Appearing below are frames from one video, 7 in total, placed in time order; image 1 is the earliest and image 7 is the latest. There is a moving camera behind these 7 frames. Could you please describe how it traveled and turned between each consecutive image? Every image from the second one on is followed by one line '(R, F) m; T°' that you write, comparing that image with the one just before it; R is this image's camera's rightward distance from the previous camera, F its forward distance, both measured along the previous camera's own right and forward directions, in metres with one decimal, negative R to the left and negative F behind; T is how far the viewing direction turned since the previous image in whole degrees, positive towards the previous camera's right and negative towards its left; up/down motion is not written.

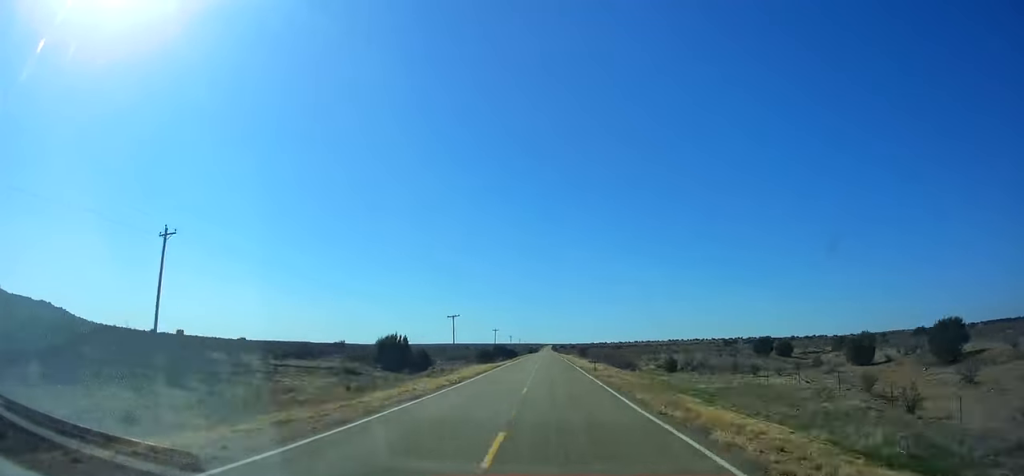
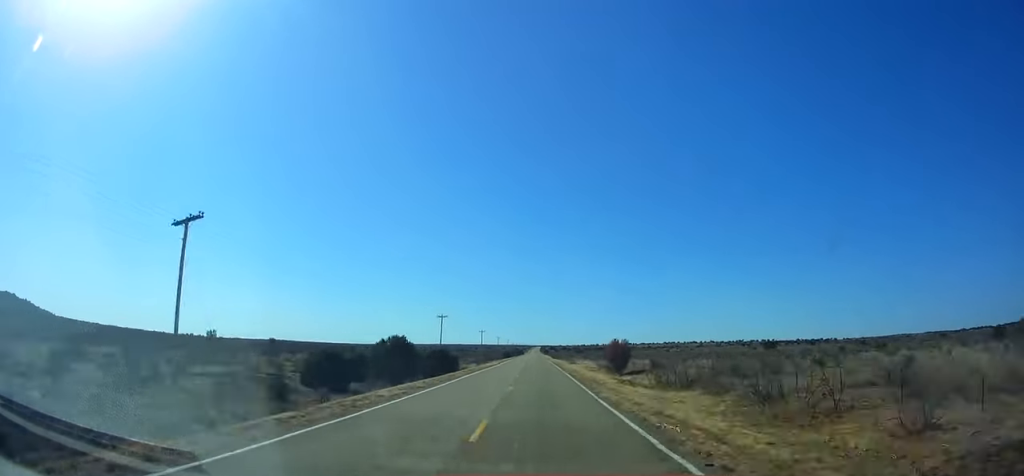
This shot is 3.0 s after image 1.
(+0.4, +93.9) m; 0°
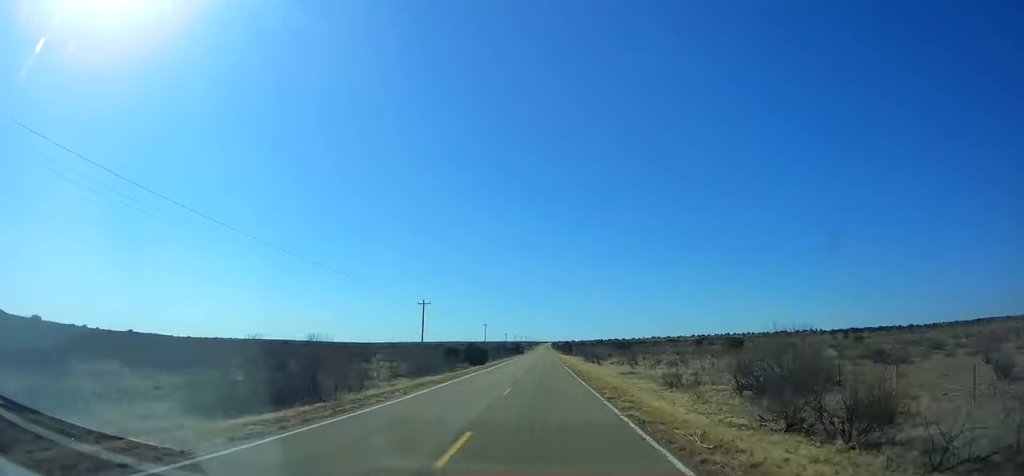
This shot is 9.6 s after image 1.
(-1.0, +211.6) m; 0°
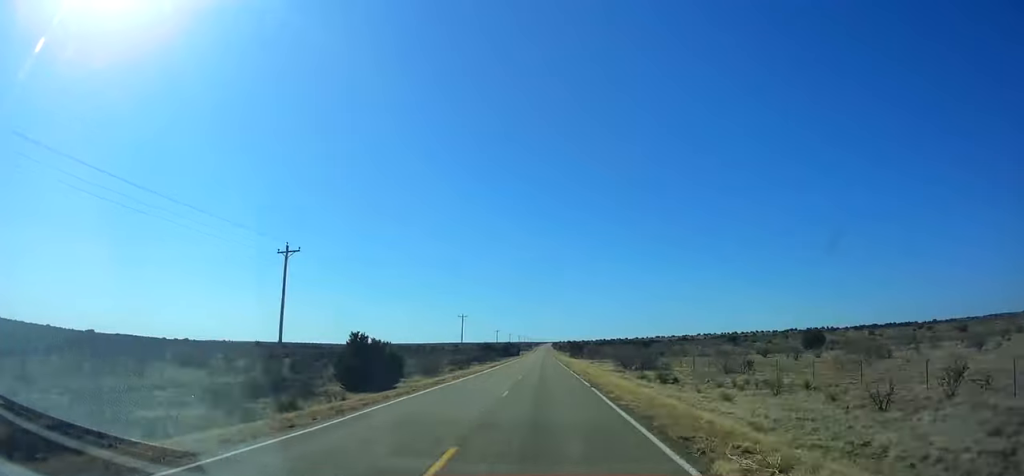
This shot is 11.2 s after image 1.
(0.0, +51.5) m; 0°
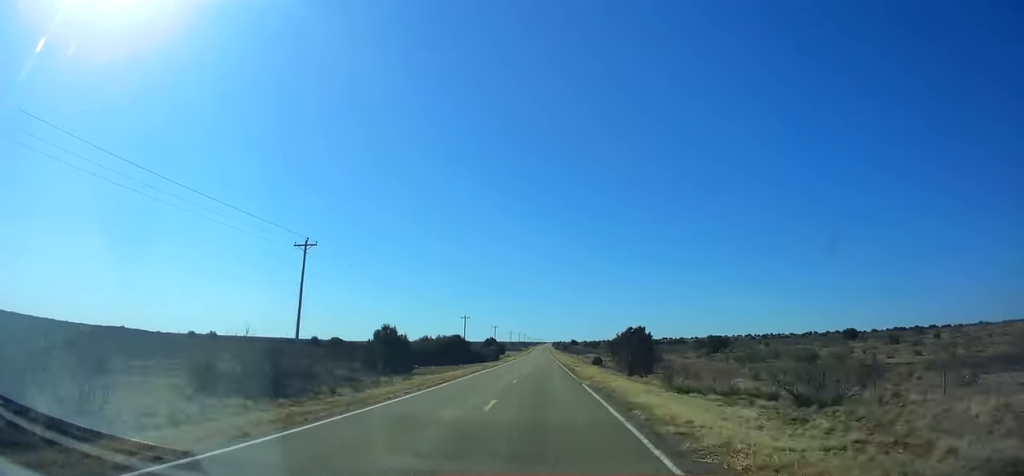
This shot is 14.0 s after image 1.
(0.0, +89.9) m; 0°
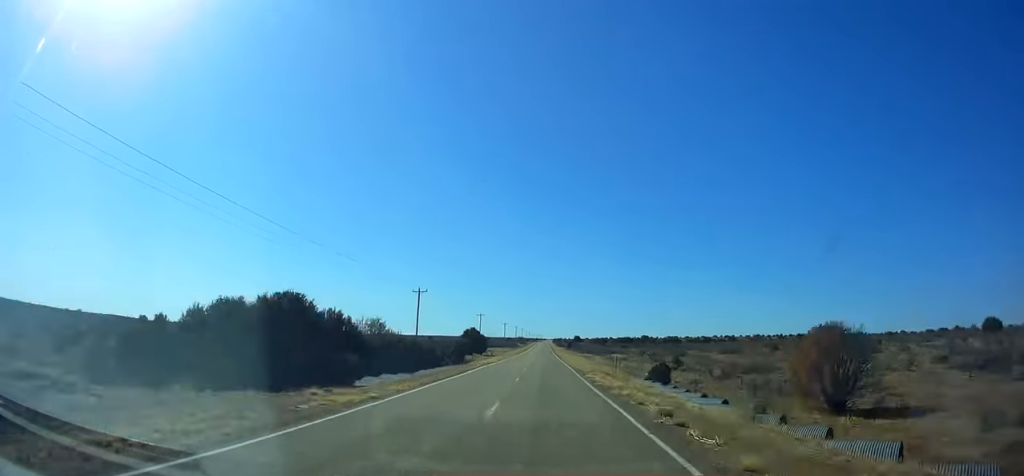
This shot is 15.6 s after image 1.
(0.0, +51.2) m; 0°
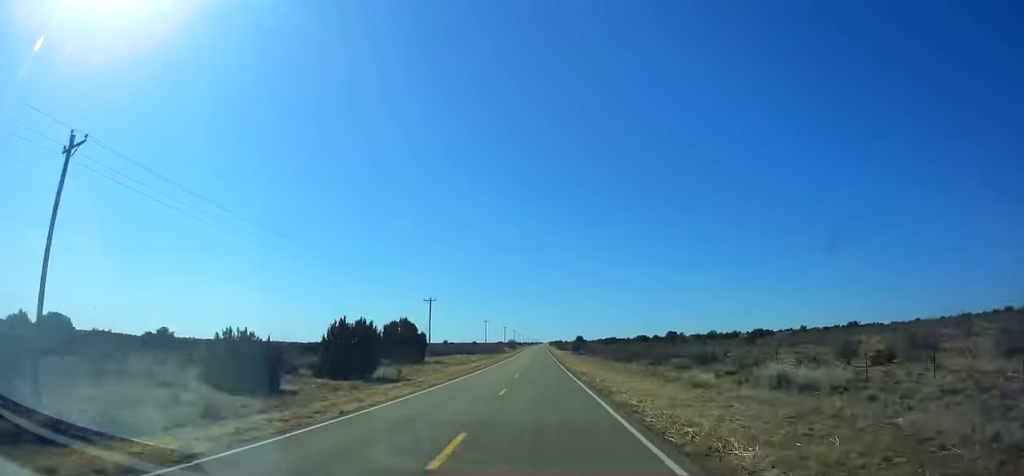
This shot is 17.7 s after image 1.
(0.0, +66.8) m; 0°
